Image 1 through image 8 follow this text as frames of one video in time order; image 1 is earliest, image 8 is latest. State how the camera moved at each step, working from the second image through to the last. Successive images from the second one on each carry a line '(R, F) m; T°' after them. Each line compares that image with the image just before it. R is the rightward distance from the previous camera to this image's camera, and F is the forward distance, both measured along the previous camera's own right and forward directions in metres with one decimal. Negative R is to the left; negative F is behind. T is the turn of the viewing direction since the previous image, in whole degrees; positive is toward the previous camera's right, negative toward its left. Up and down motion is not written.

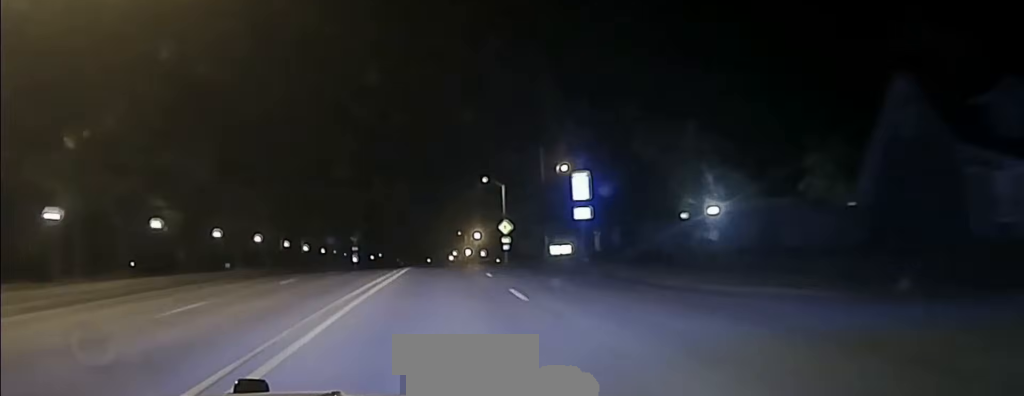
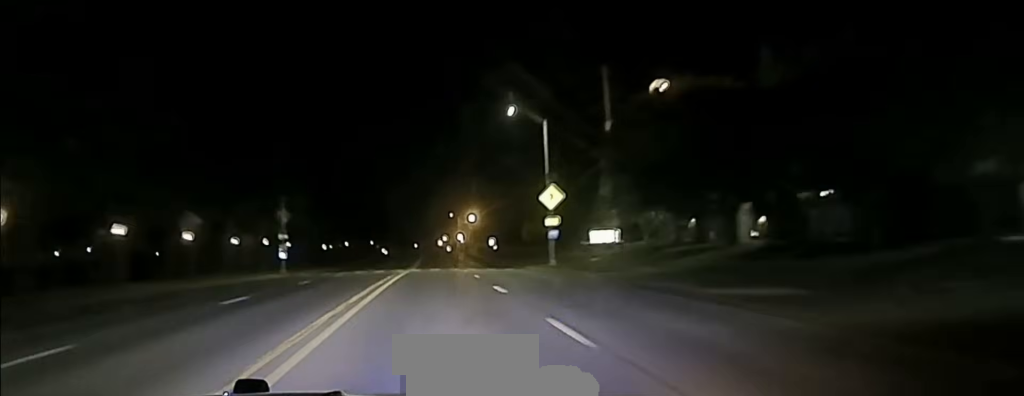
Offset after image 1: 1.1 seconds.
(-0.2, +47.1) m; 0°
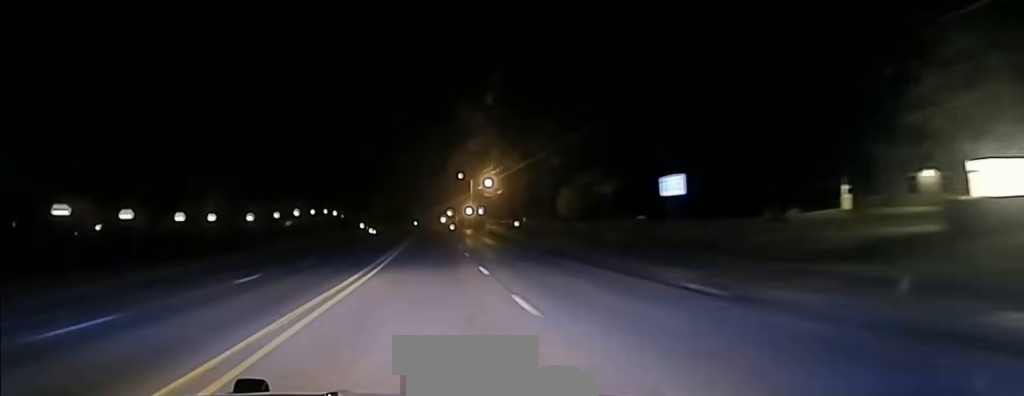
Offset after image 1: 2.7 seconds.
(+0.3, +69.1) m; 0°
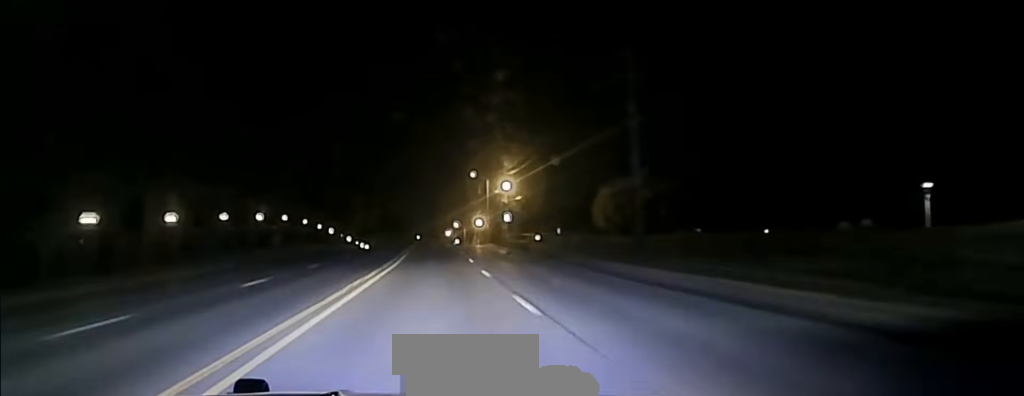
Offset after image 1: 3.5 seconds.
(-0.1, +29.8) m; 0°
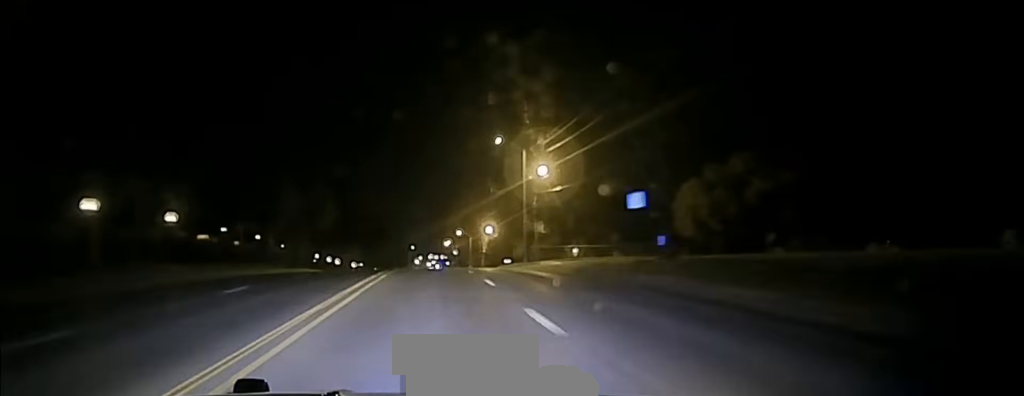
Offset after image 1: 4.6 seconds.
(-0.1, +43.9) m; 0°
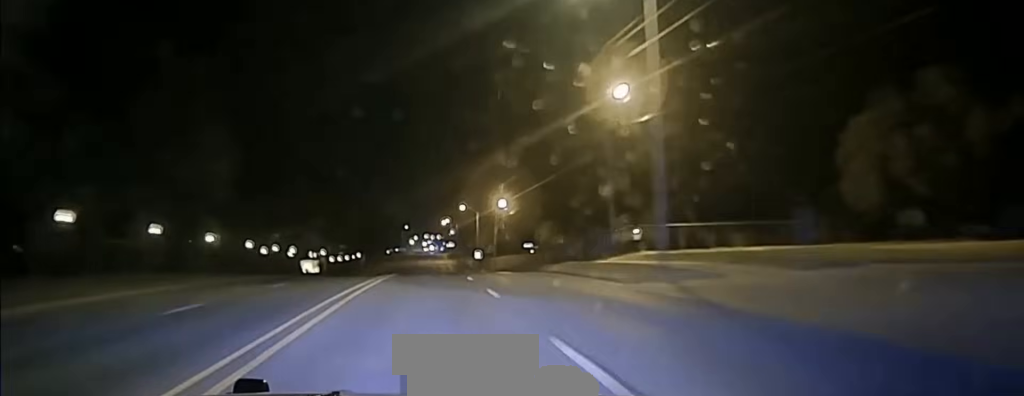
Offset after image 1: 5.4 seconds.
(+0.1, +40.5) m; 0°
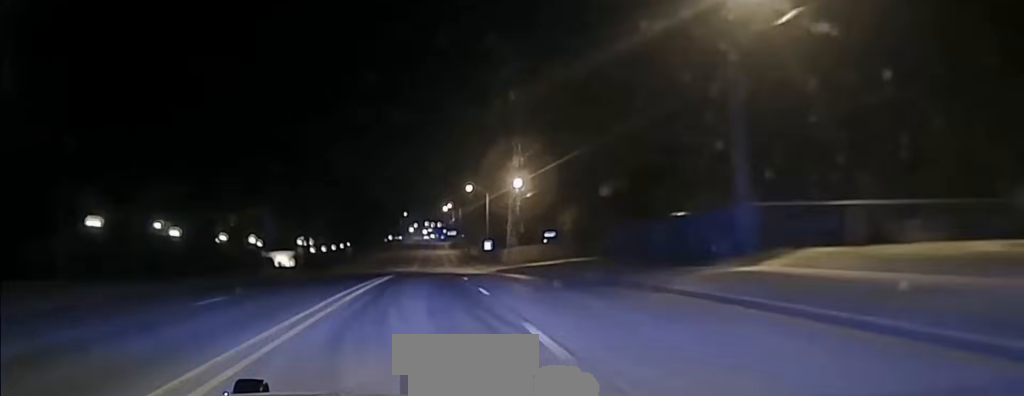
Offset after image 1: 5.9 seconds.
(0.0, +25.2) m; 0°
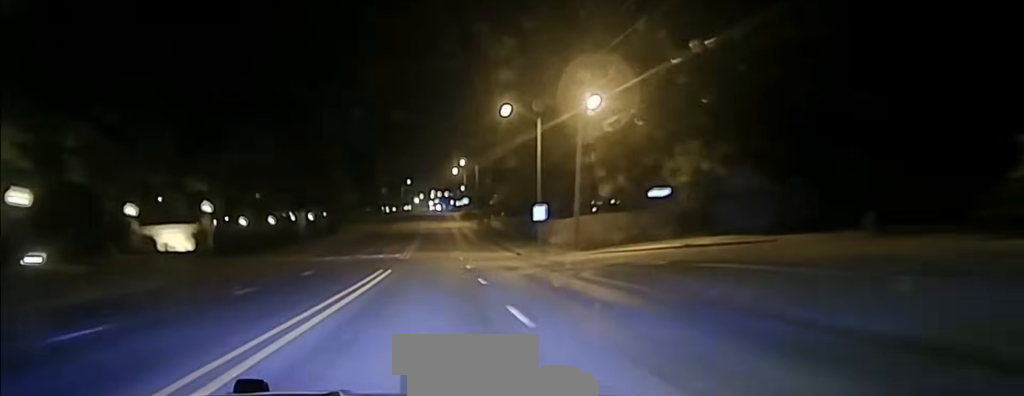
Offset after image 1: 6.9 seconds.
(-0.1, +52.7) m; 0°
